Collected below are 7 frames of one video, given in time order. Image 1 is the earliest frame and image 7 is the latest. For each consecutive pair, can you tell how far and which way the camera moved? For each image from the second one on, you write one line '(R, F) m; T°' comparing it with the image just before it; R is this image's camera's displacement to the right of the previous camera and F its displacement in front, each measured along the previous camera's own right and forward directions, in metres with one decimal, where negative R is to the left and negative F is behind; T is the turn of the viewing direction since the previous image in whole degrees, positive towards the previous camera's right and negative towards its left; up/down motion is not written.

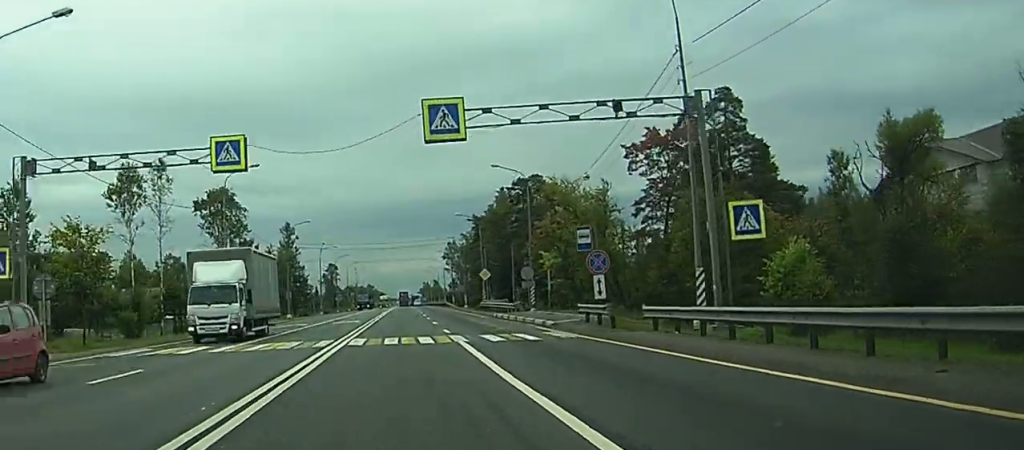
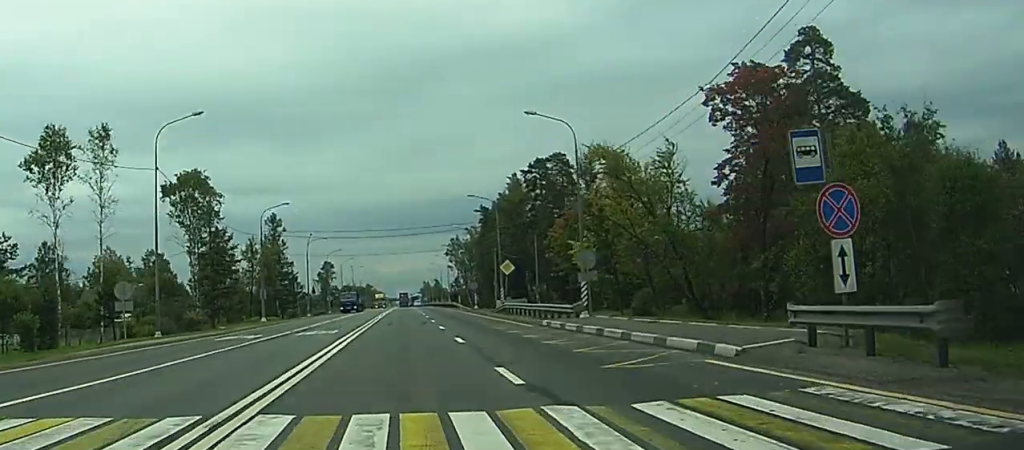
(+0.1, +18.3) m; 0°
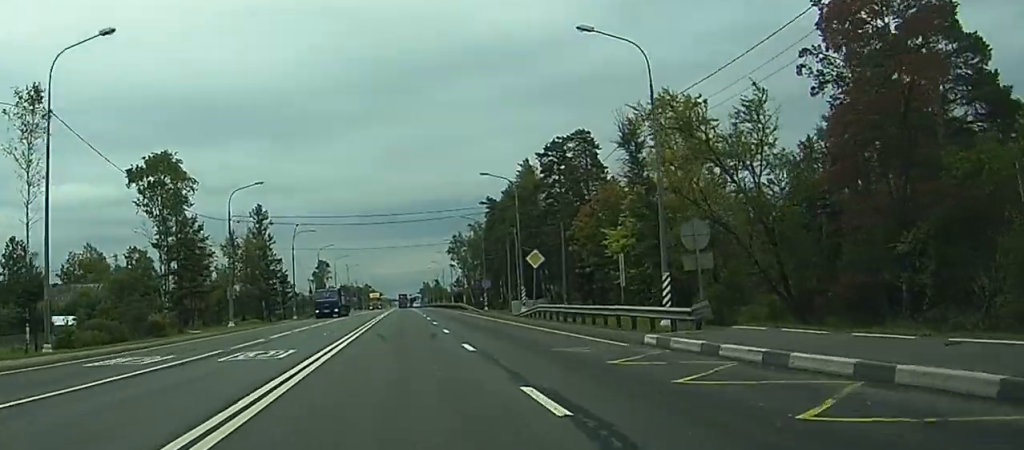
(+0.1, +14.9) m; -3°
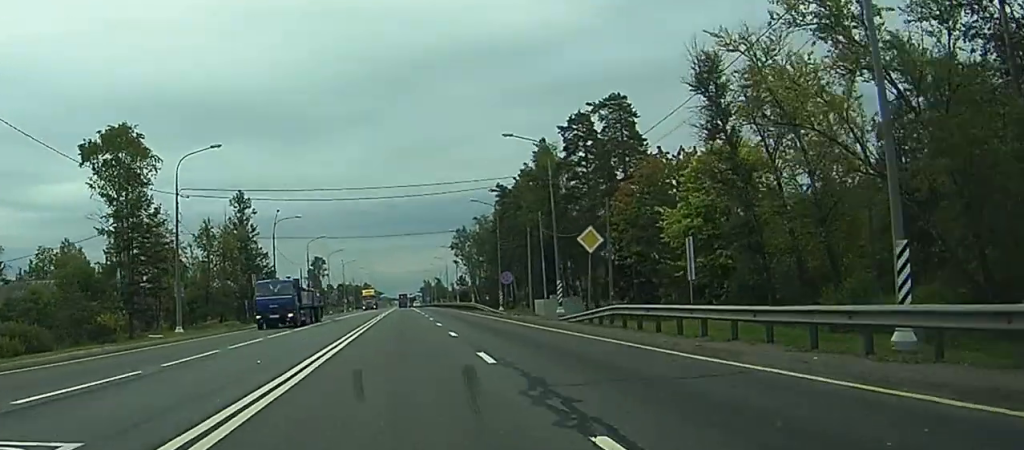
(-0.8, +15.9) m; -1°
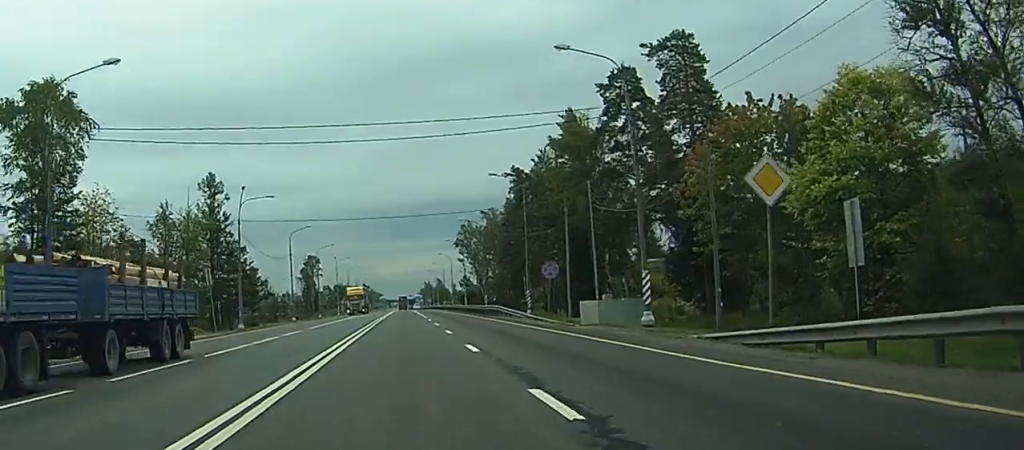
(+0.8, +19.1) m; +3°
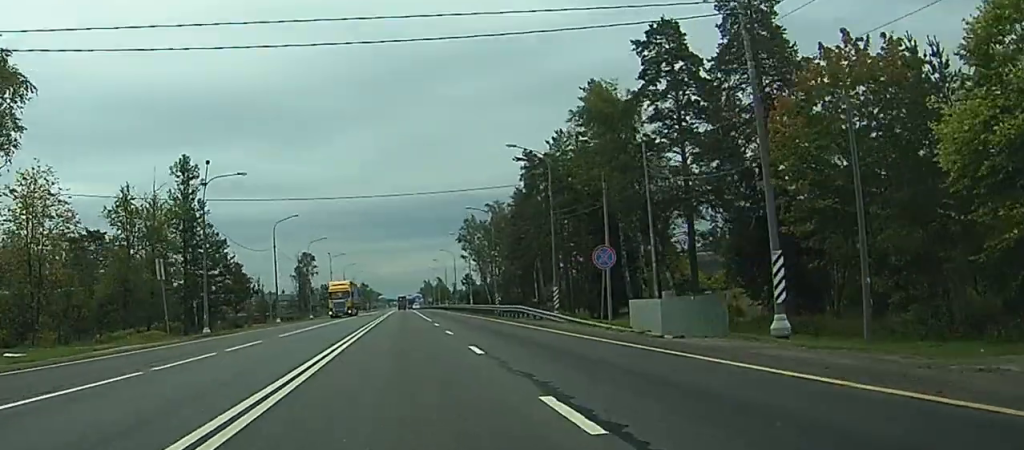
(0.0, +12.5) m; 0°
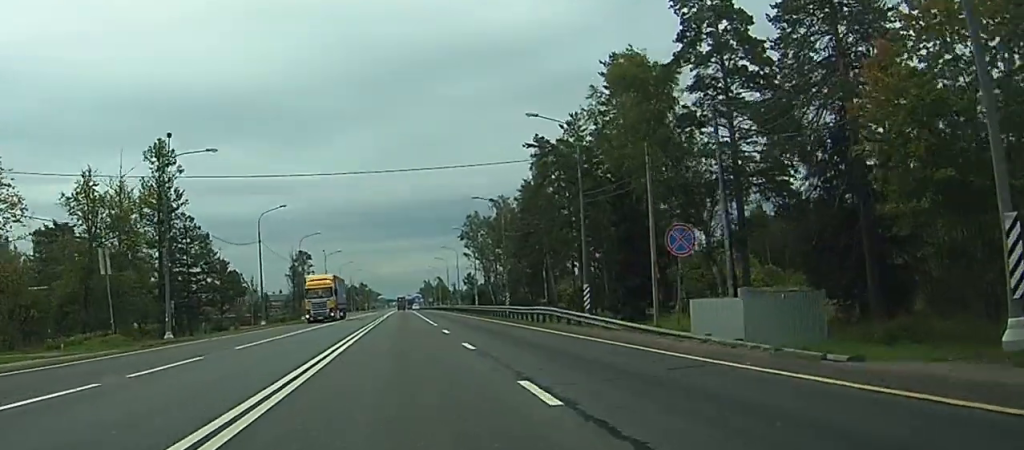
(0.0, +9.4) m; 0°
